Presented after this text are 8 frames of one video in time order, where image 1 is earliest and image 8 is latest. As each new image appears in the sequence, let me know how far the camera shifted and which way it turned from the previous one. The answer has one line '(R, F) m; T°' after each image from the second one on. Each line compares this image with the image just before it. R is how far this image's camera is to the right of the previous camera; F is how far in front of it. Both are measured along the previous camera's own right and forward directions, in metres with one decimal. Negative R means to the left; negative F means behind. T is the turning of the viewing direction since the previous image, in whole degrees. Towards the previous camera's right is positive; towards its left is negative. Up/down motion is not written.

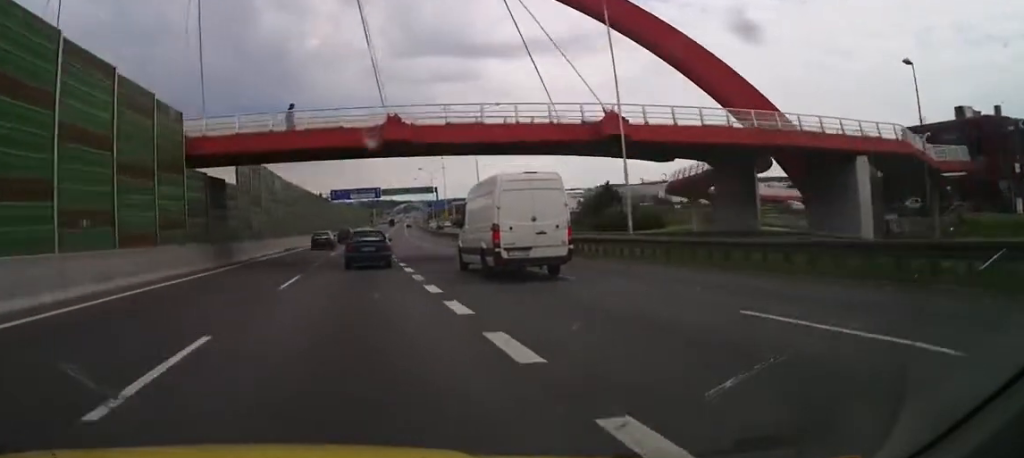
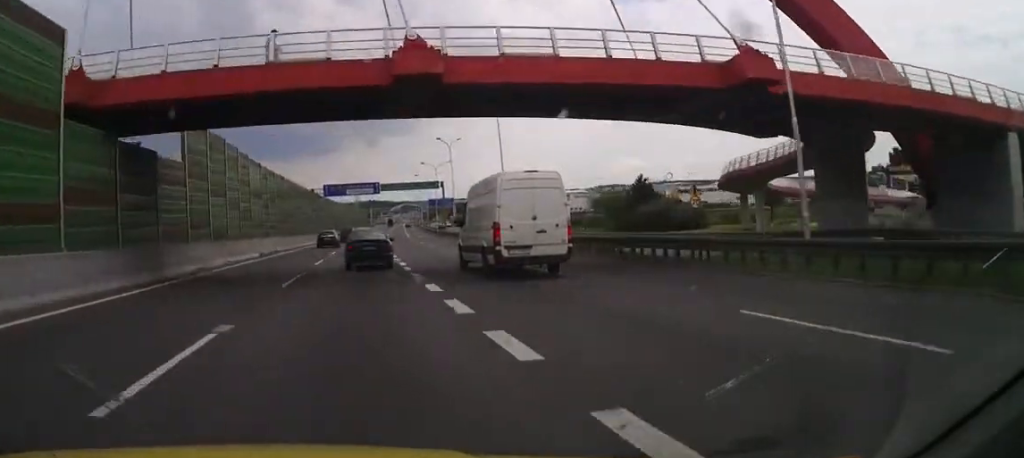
(+0.3, +12.5) m; 0°
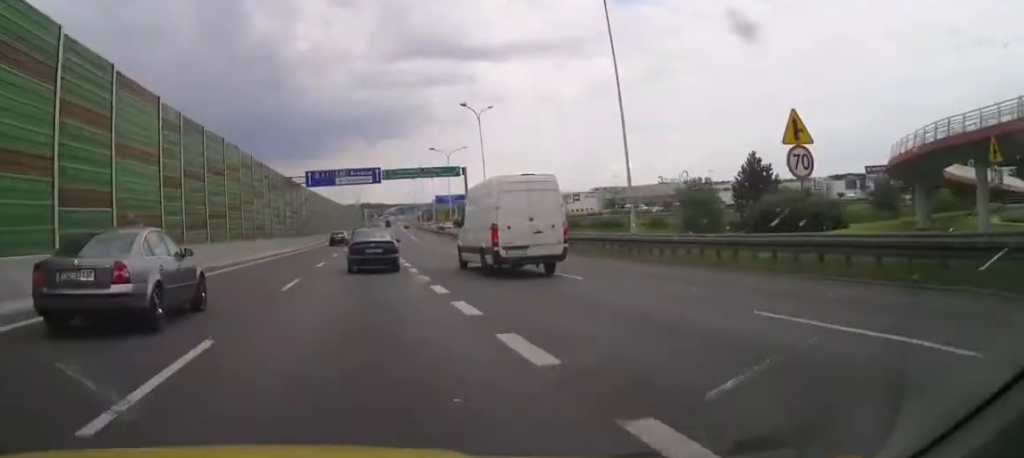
(-0.4, +26.5) m; 0°
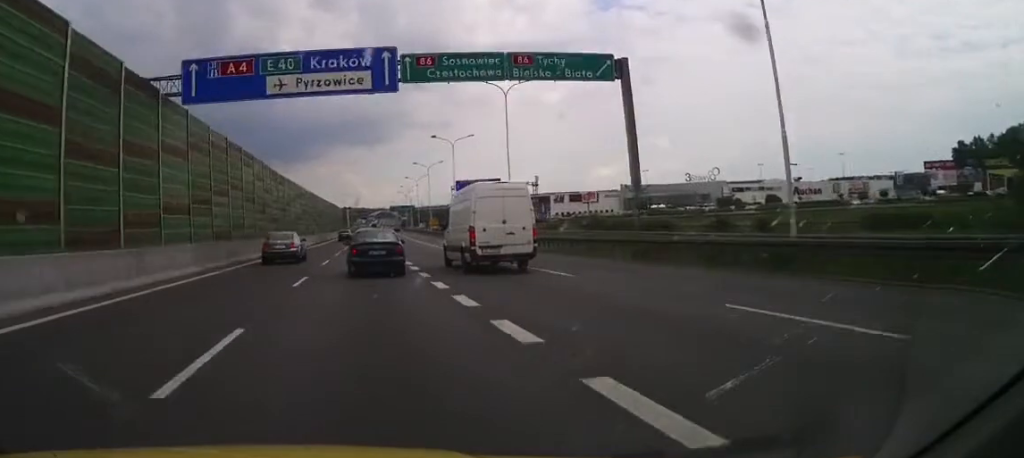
(+0.6, +50.0) m; +1°
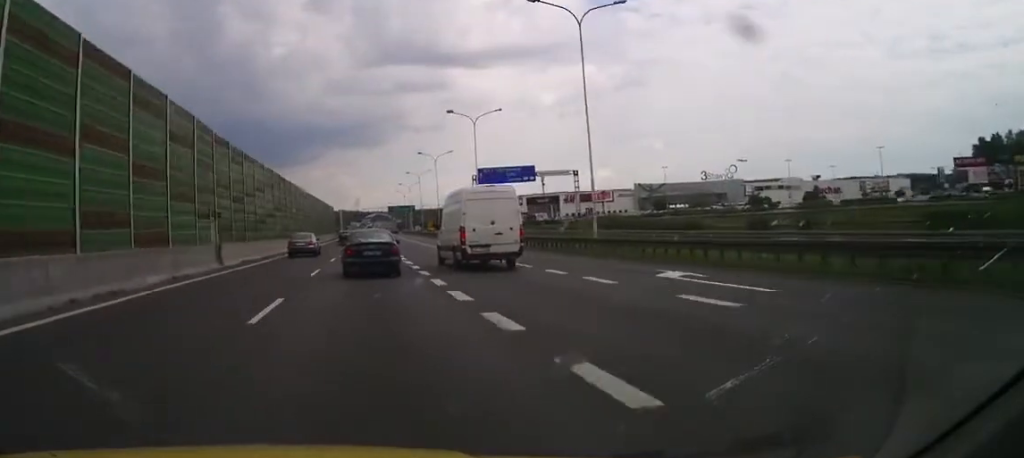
(+0.1, +18.2) m; +1°
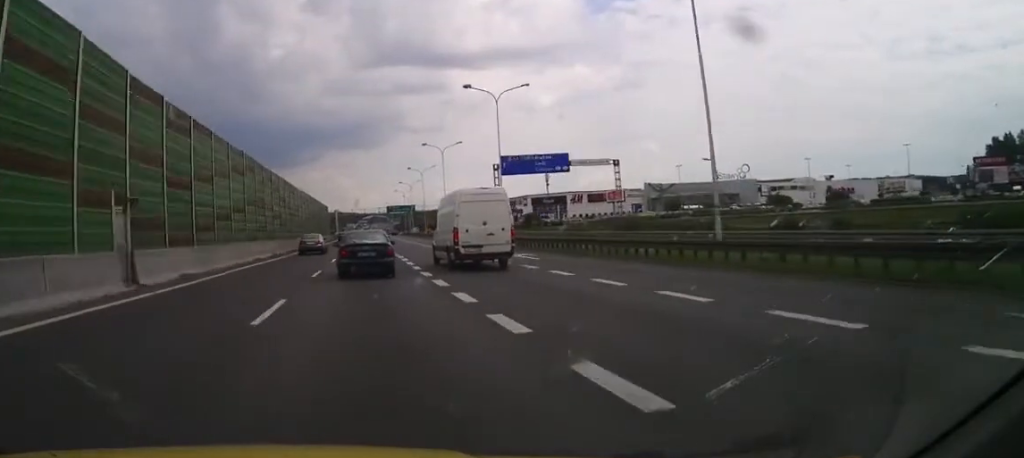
(0.0, +11.5) m; +1°
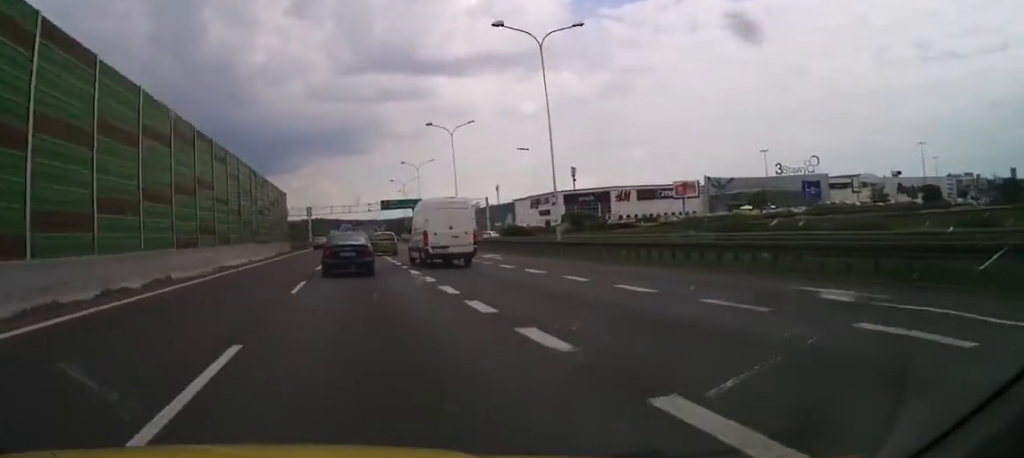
(+1.2, +52.8) m; +1°
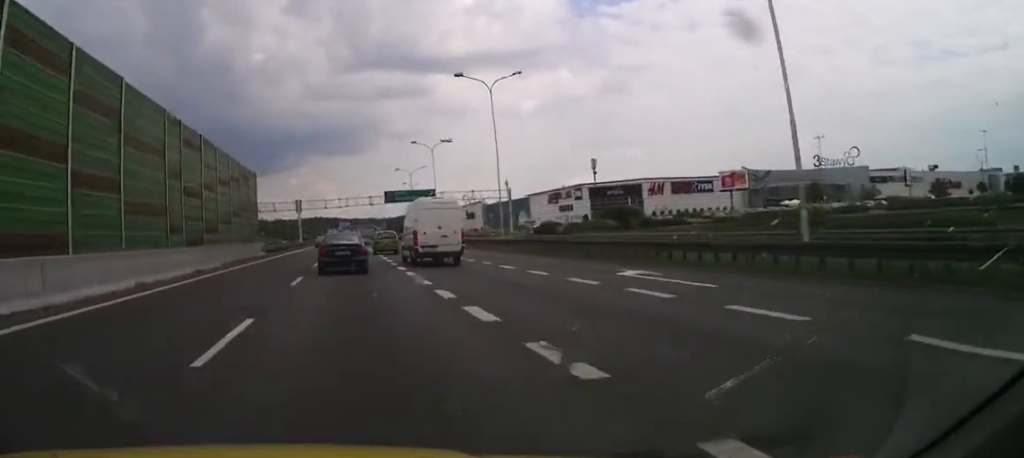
(0.0, +21.1) m; -1°
